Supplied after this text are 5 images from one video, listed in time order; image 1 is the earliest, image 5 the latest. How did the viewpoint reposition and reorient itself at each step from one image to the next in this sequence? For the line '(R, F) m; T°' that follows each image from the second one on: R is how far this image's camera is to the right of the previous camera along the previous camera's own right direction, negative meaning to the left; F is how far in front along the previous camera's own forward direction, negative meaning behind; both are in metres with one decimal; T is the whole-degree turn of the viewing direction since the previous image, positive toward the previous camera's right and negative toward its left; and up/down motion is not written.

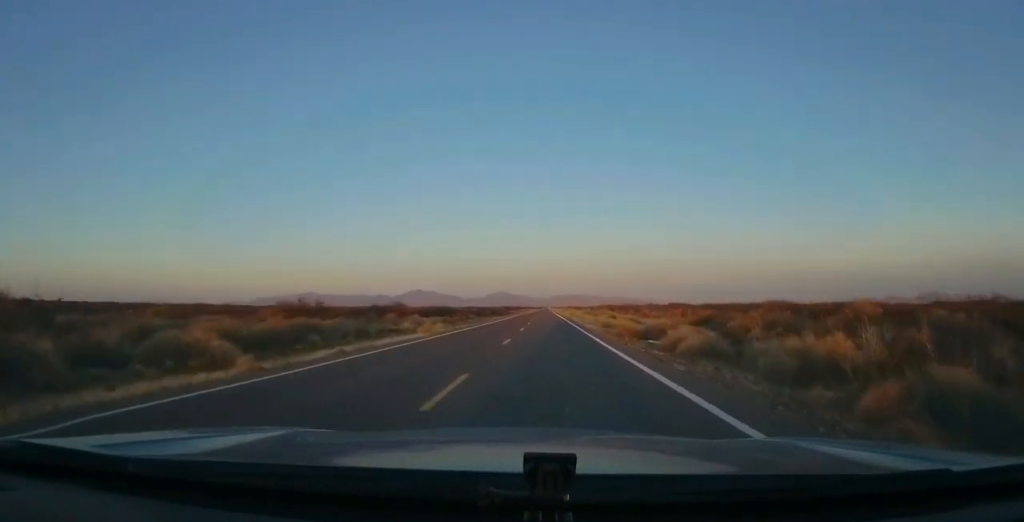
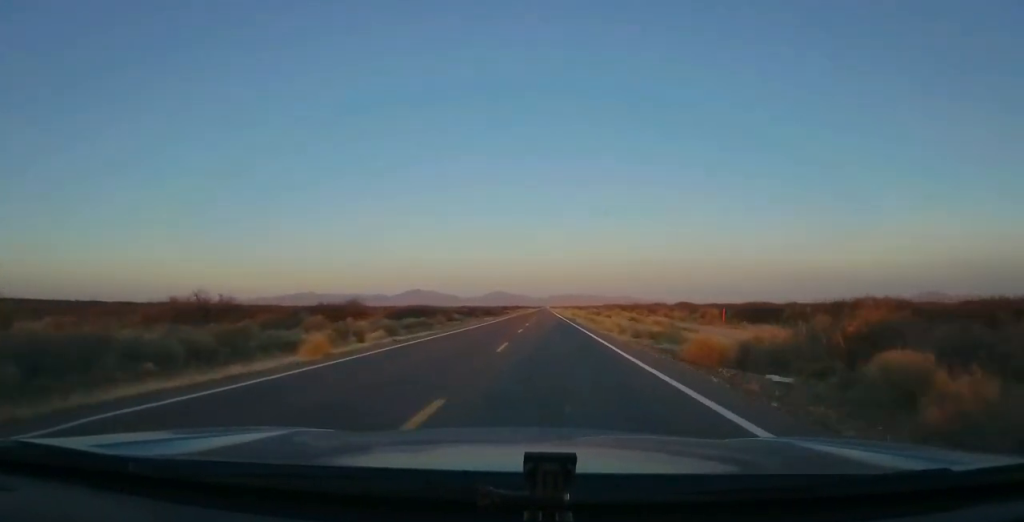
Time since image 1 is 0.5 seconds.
(-0.1, +14.7) m; 0°
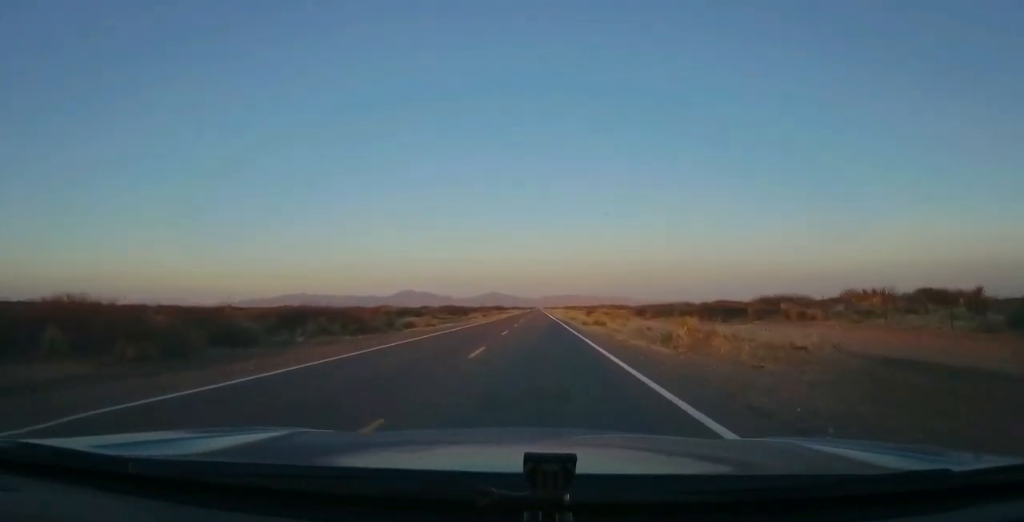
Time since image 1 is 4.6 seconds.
(+0.3, +119.3) m; 0°
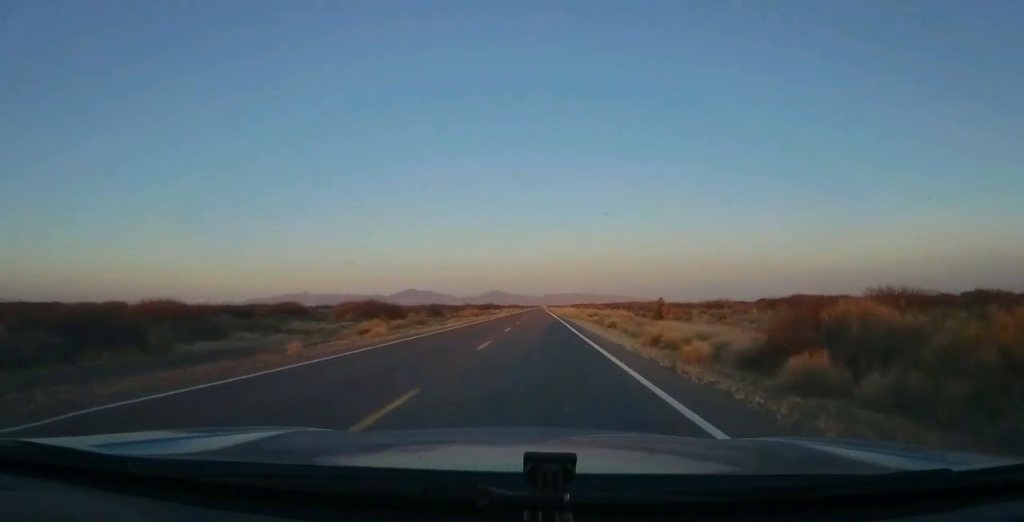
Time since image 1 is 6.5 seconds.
(0.0, +56.9) m; 0°
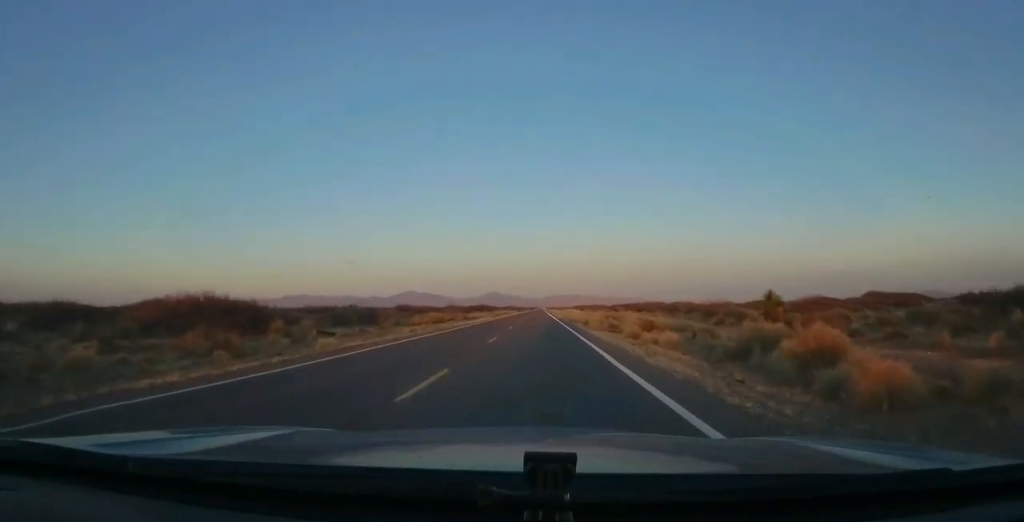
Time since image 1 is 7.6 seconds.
(+0.4, +32.4) m; +1°
